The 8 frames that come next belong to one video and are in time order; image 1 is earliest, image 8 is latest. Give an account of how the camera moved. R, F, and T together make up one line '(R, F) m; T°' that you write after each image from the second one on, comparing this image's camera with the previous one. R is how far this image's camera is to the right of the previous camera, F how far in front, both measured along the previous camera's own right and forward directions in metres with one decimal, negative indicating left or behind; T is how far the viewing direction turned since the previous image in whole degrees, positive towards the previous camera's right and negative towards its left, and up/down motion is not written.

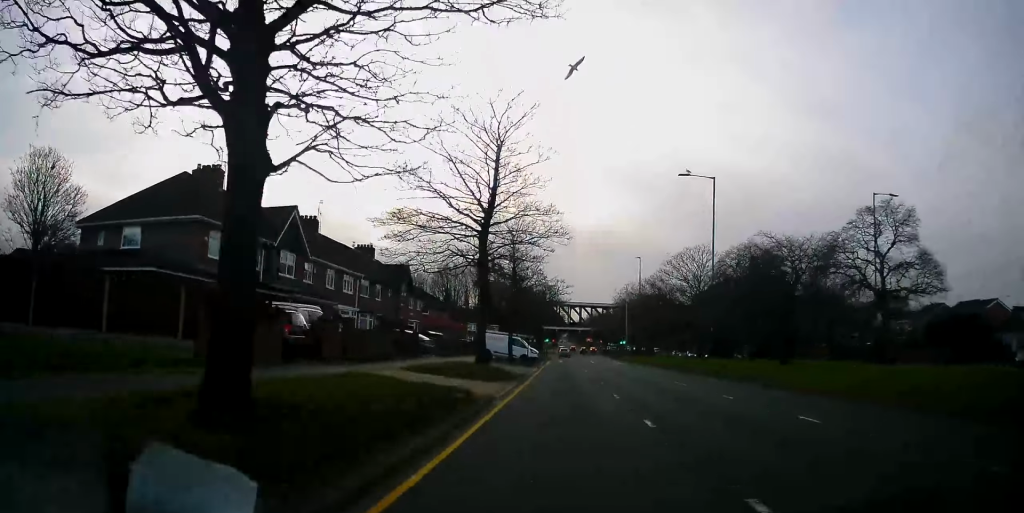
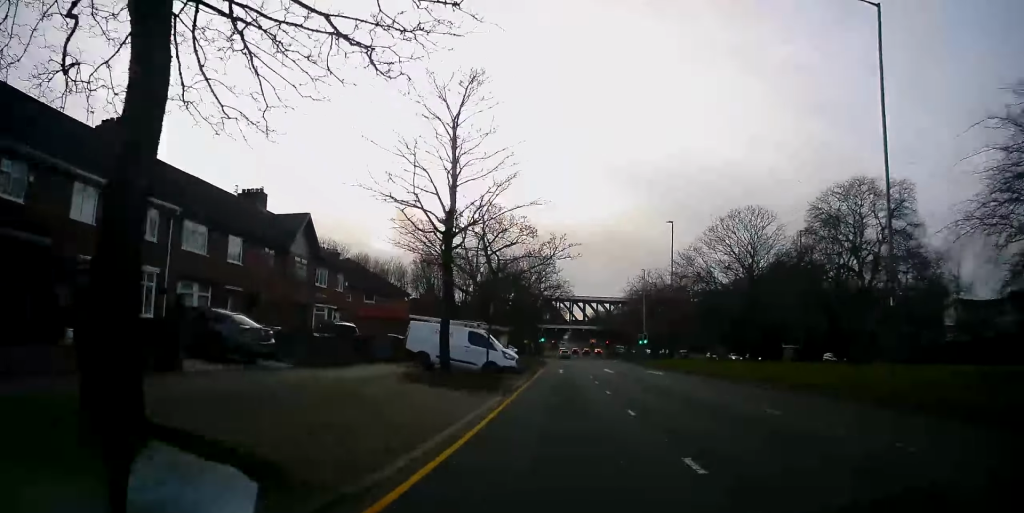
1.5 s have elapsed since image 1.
(-0.4, +22.4) m; 0°
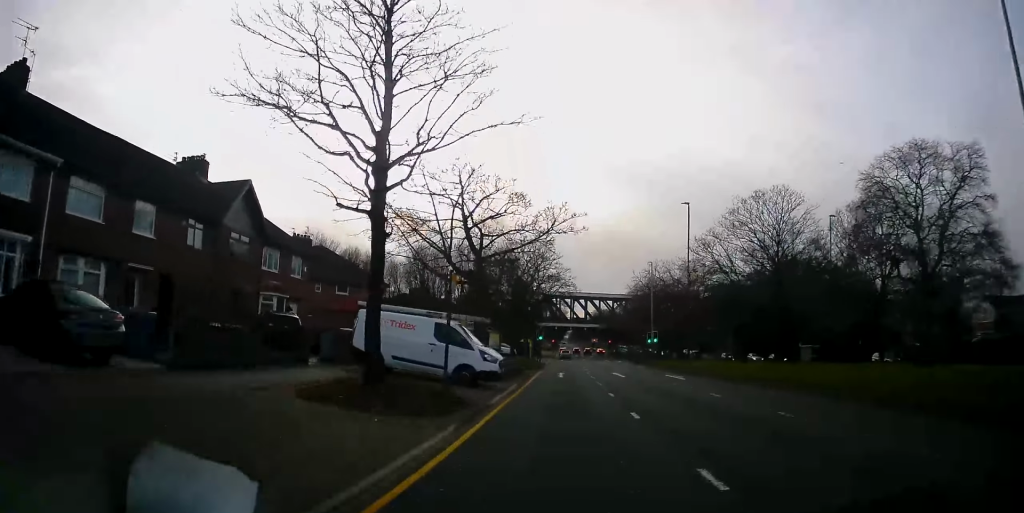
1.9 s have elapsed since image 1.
(0.0, +7.0) m; +1°
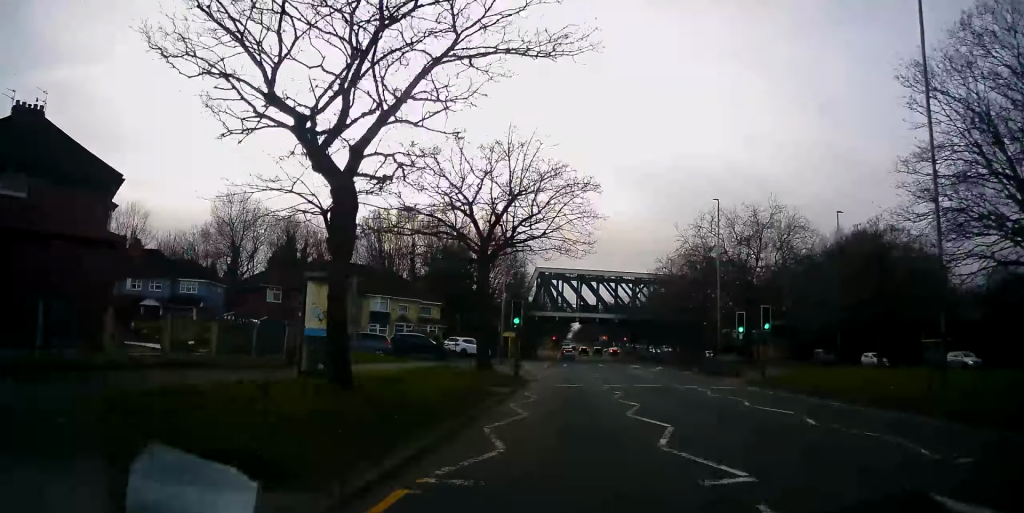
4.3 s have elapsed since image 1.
(-0.4, +32.3) m; -1°
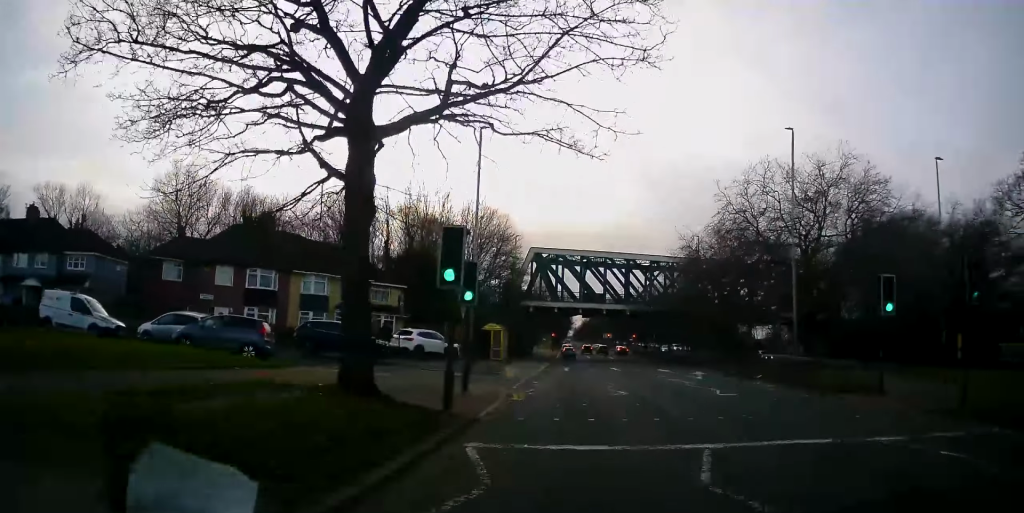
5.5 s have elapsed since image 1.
(+0.2, +15.7) m; +1°
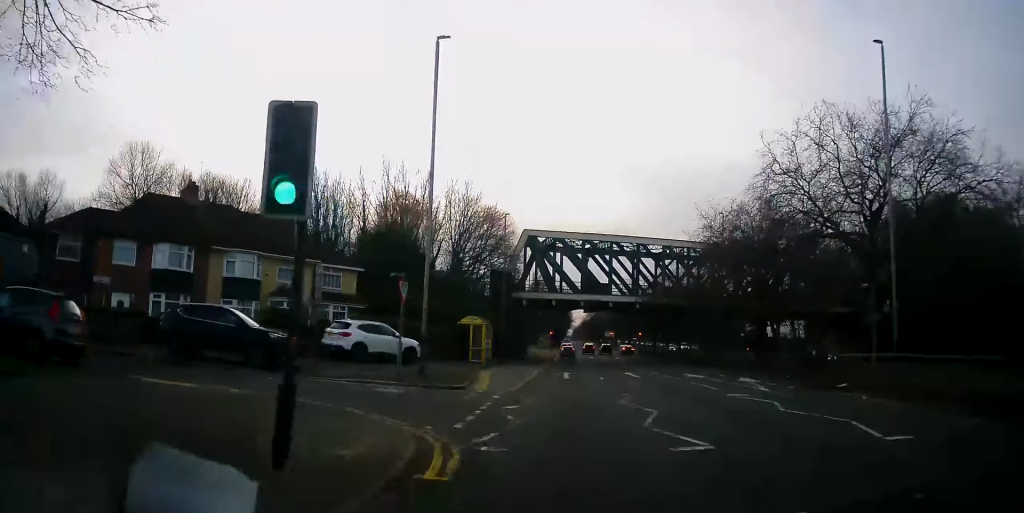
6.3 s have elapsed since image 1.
(0.0, +10.4) m; 0°
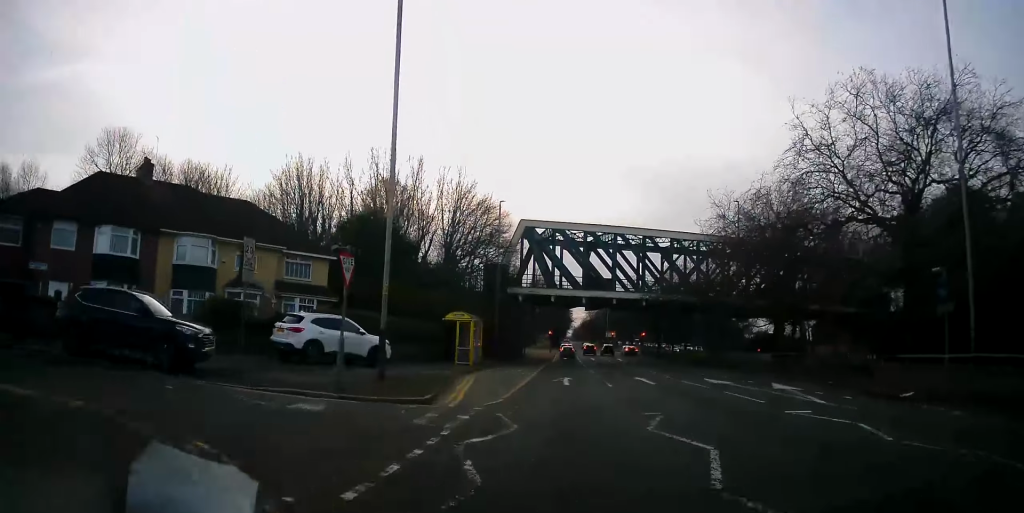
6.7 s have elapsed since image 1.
(-0.2, +4.9) m; 0°
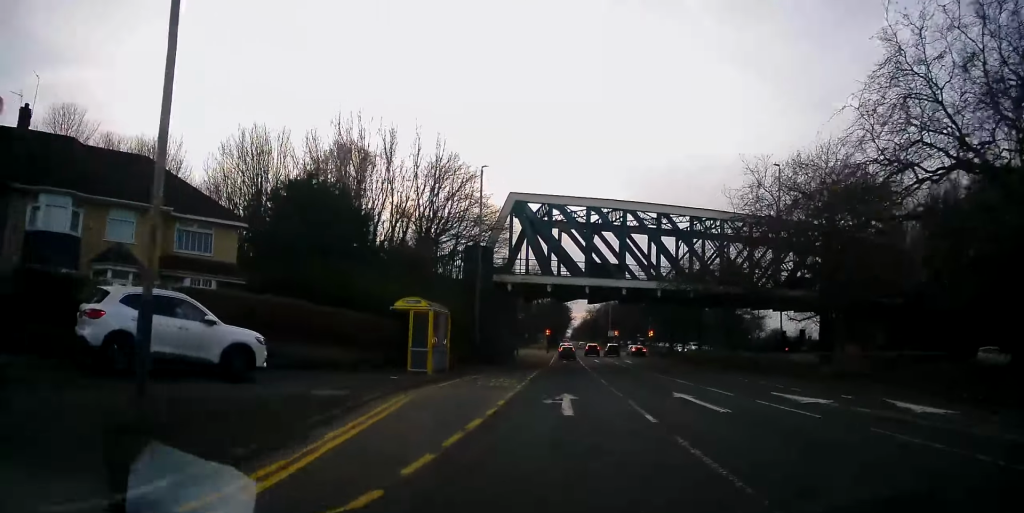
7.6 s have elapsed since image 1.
(+0.3, +9.9) m; 0°
